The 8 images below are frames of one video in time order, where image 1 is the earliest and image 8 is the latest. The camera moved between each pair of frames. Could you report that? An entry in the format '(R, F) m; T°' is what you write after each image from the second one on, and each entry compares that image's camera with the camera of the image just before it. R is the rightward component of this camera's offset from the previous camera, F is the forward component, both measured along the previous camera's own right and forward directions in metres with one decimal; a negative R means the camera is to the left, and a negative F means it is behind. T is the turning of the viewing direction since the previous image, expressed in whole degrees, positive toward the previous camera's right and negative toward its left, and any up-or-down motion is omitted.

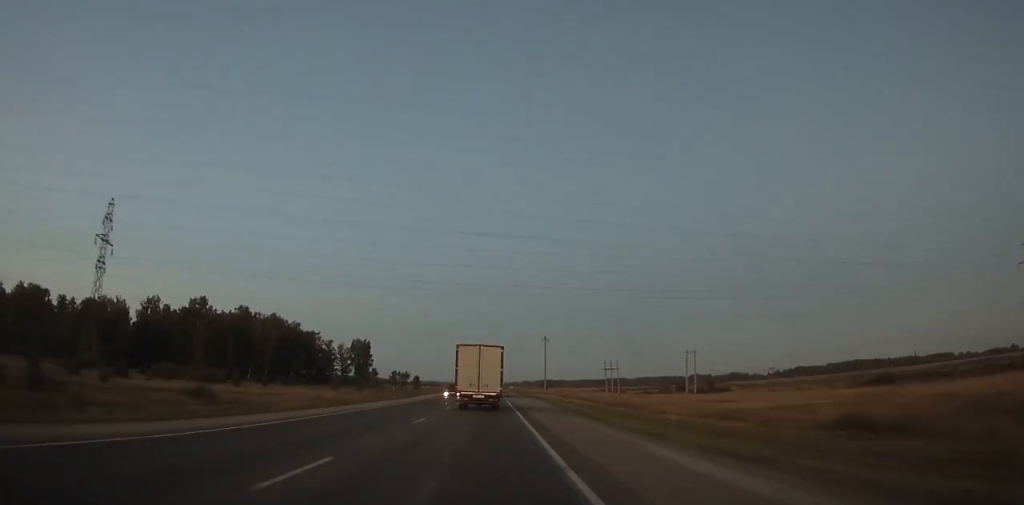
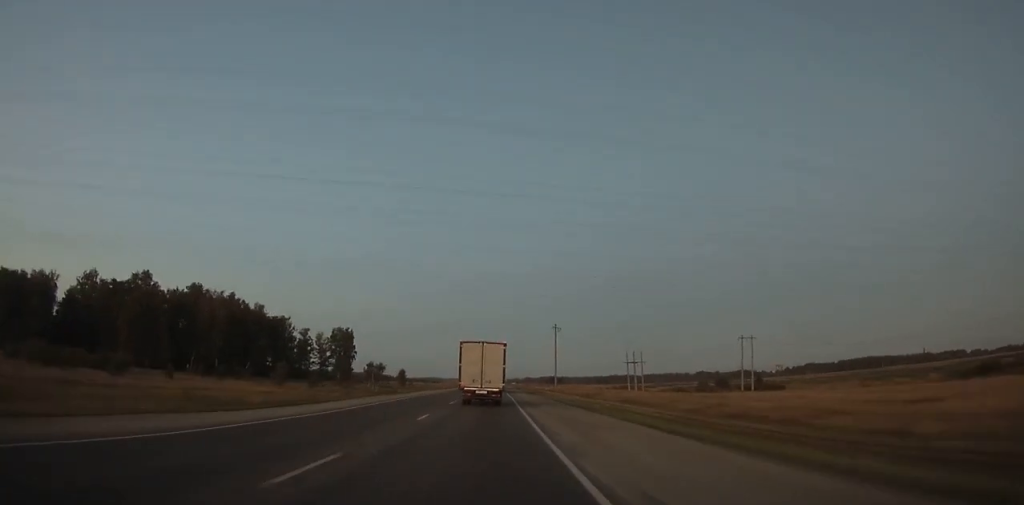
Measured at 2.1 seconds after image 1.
(0.0, +37.6) m; 0°
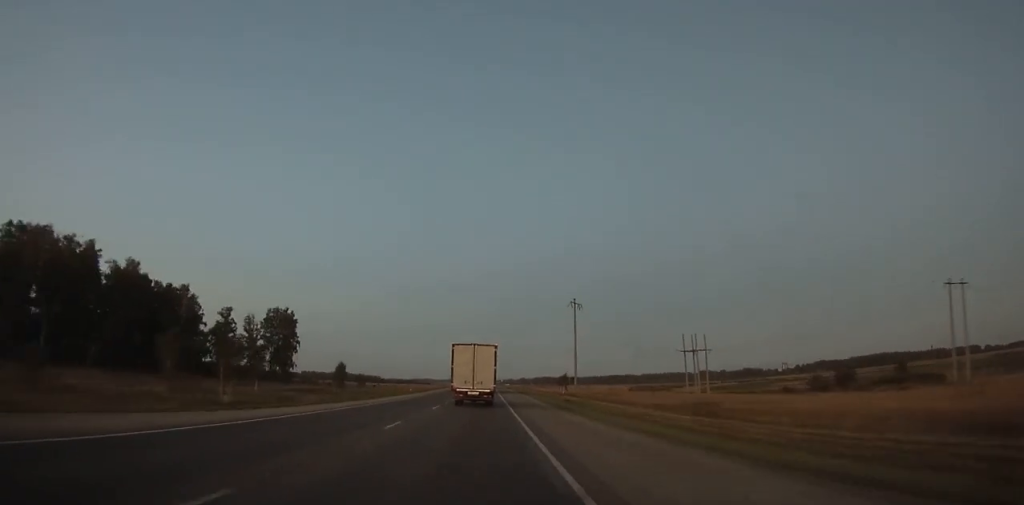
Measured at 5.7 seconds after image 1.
(-0.1, +65.1) m; 0°
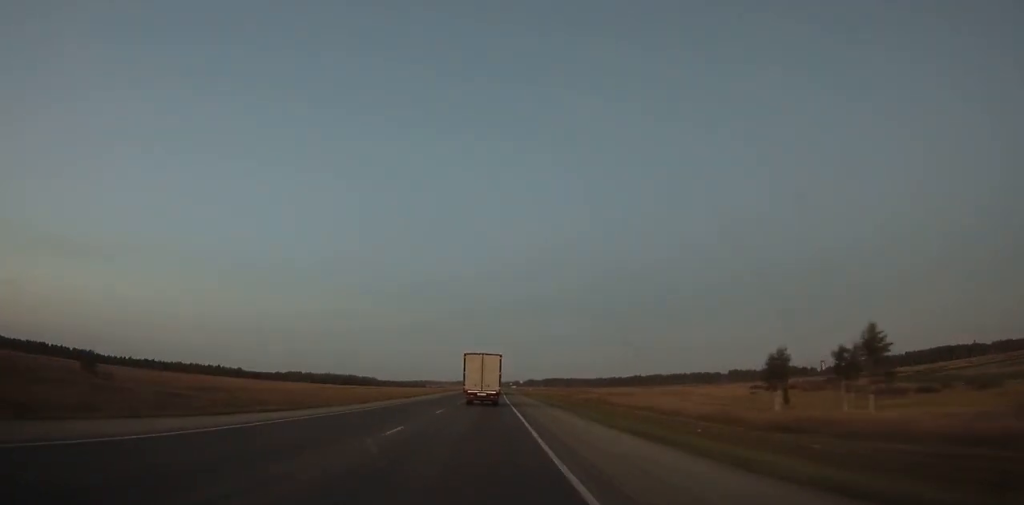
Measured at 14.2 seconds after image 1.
(-0.2, +155.6) m; 0°
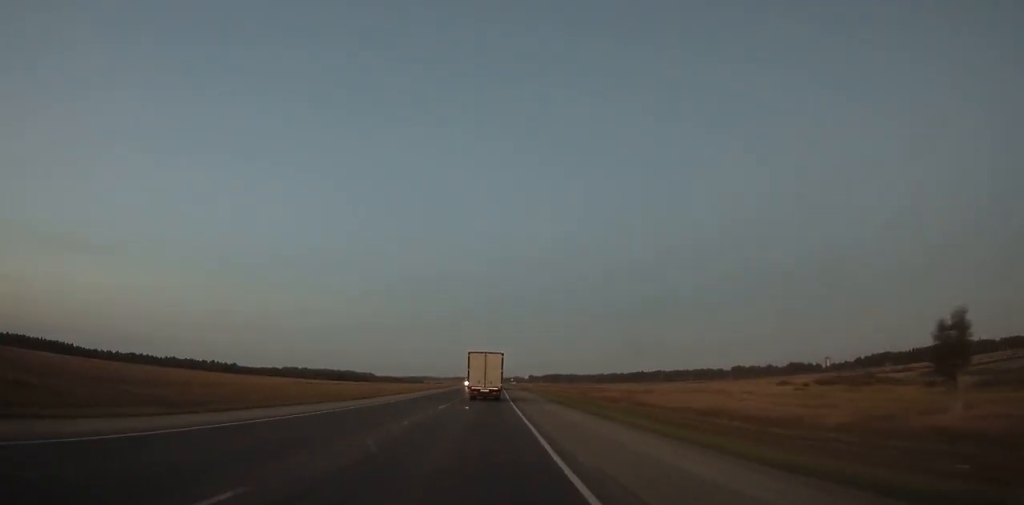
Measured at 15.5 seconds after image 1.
(0.0, +23.7) m; 0°
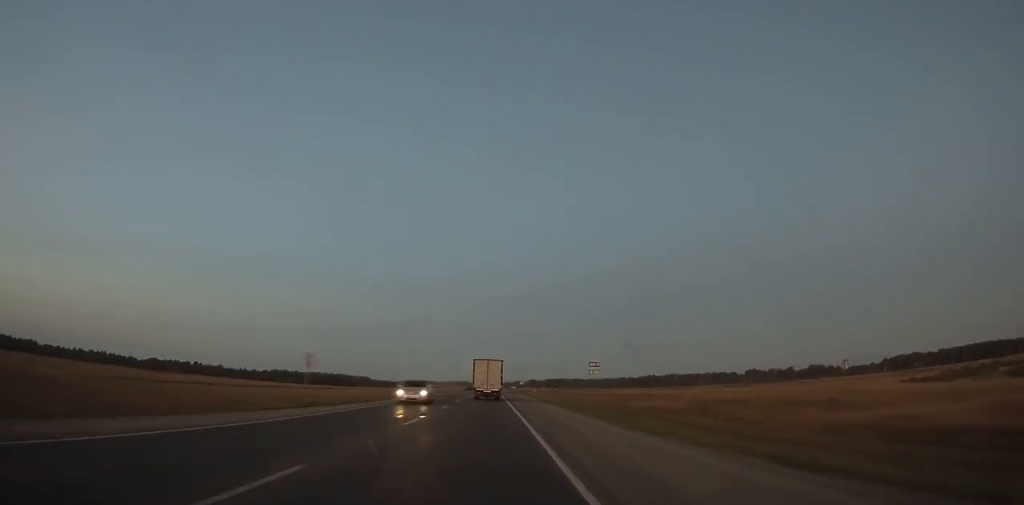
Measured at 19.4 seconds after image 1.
(+0.1, +71.1) m; 0°
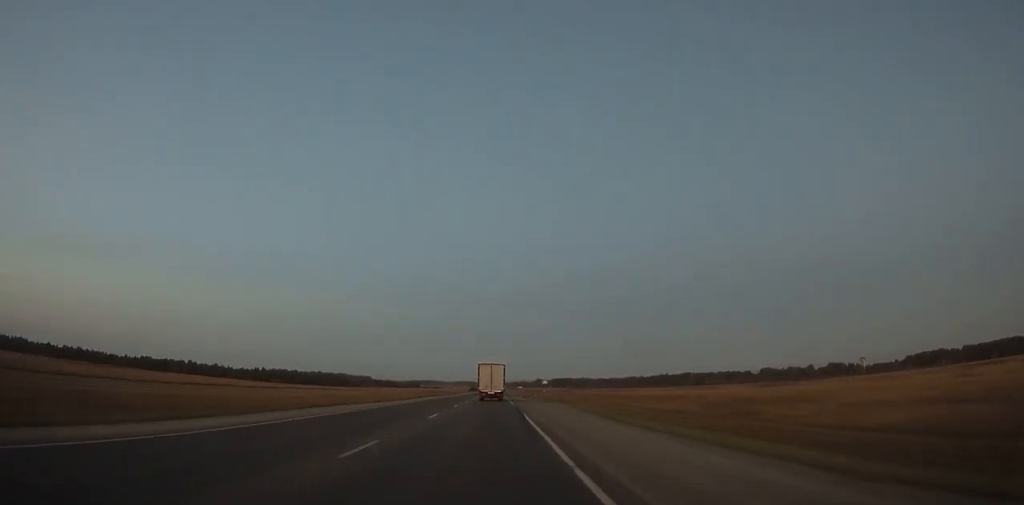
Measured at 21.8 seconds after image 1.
(-0.2, +44.1) m; 0°
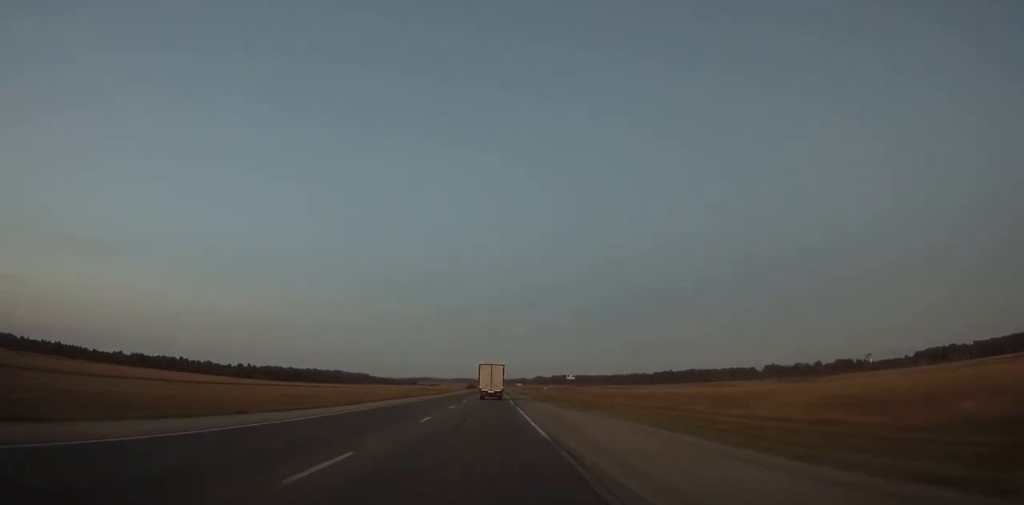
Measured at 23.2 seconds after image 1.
(0.0, +26.0) m; 0°
